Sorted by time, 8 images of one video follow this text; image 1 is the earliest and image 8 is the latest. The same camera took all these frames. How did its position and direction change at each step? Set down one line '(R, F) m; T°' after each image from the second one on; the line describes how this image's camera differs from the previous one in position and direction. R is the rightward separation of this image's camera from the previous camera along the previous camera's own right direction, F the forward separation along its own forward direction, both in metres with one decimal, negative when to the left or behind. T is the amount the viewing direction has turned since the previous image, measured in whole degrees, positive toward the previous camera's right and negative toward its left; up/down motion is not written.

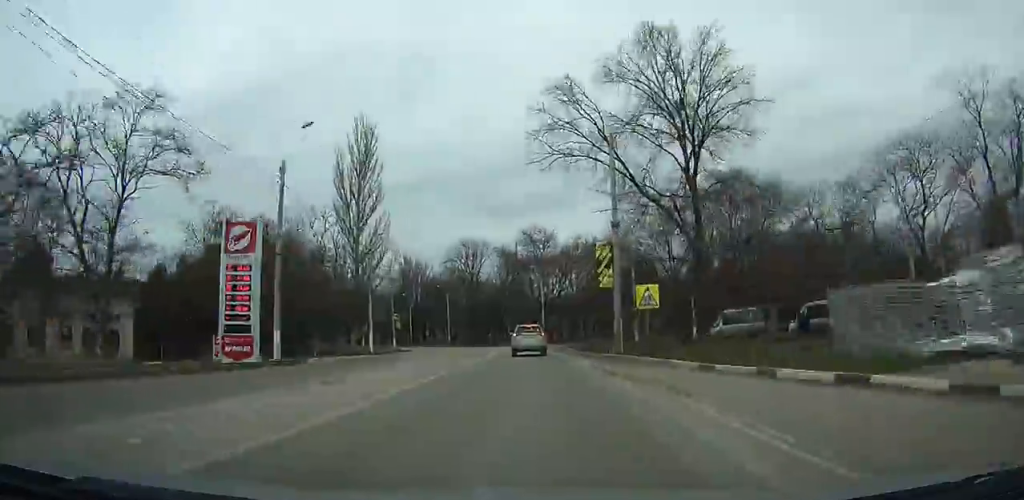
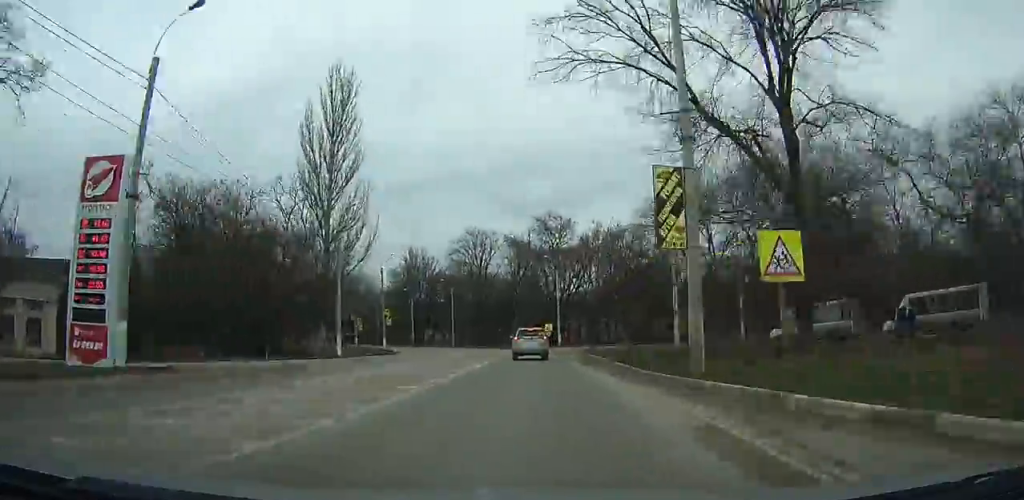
(-0.2, +12.4) m; -2°
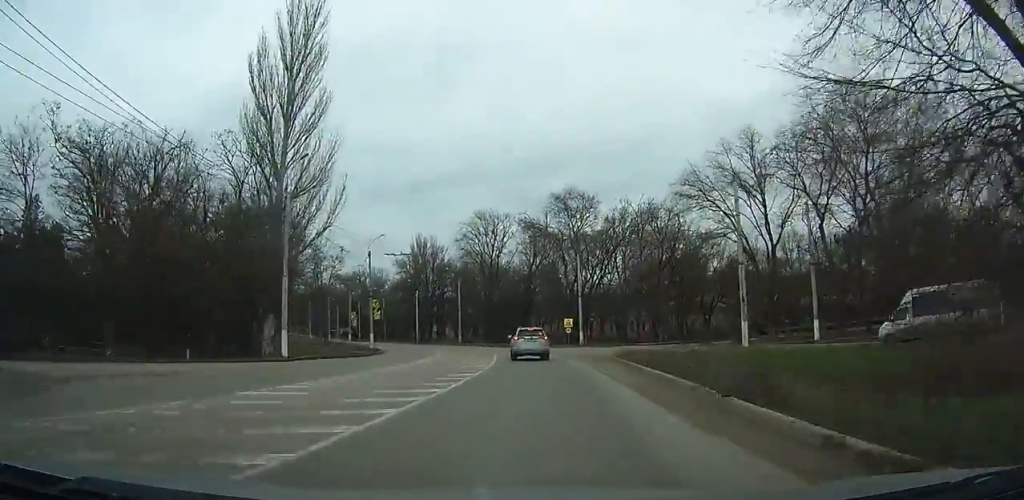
(-0.1, +12.4) m; -2°
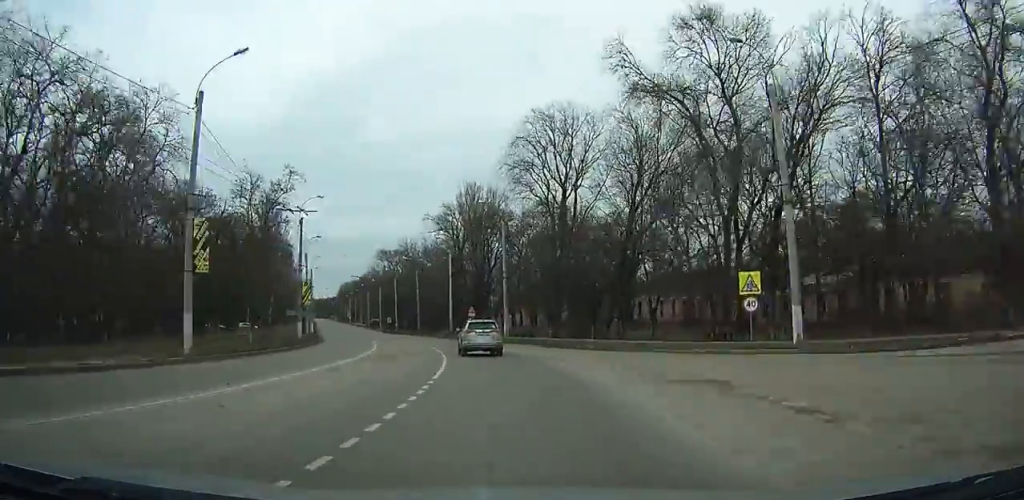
(-3.5, +42.9) m; -13°
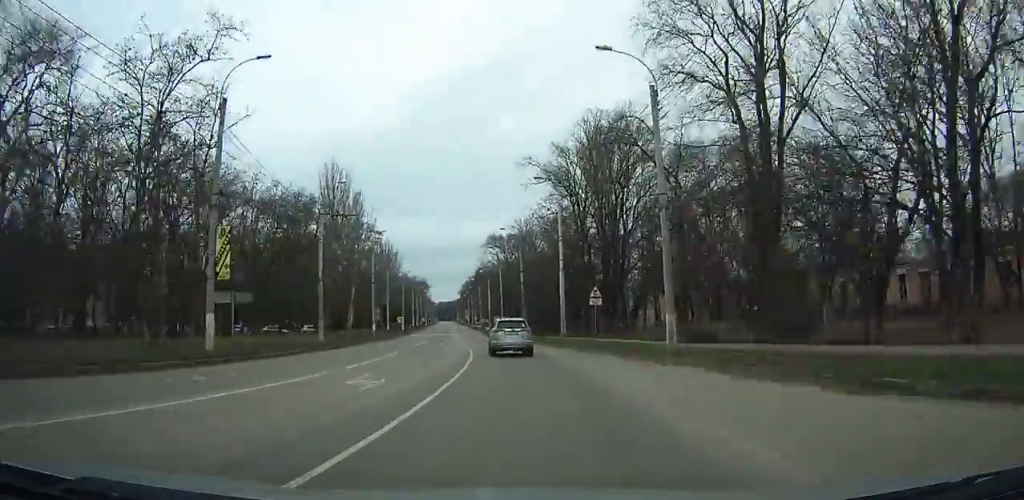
(-3.0, +28.7) m; -10°
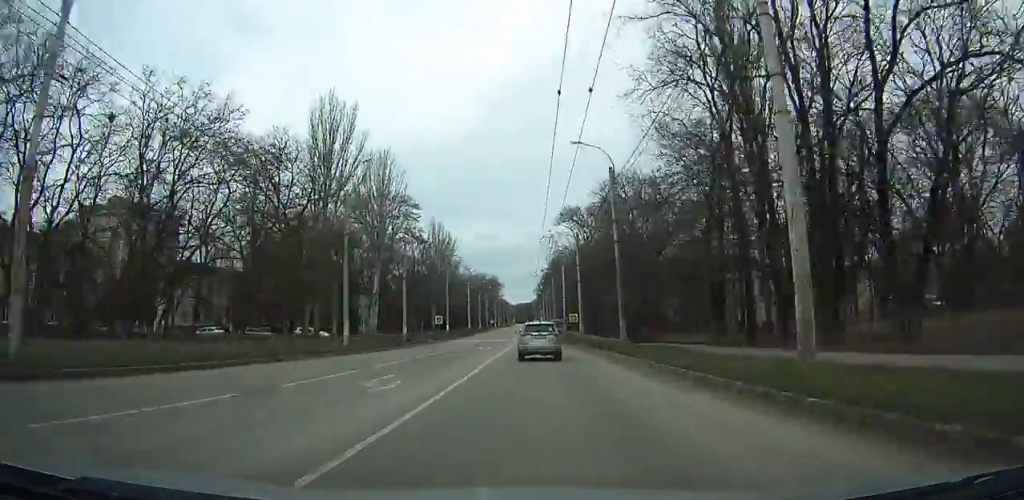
(-2.3, +30.7) m; -6°
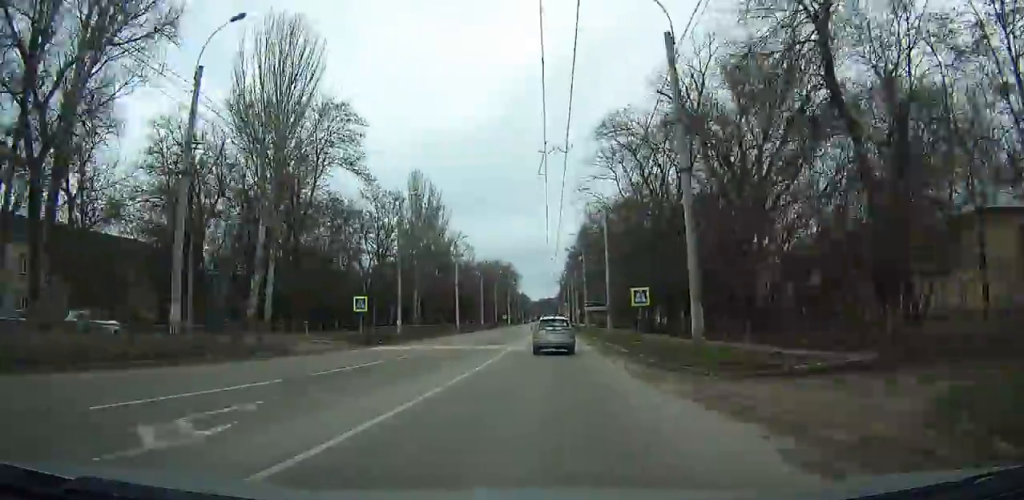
(-1.2, +38.4) m; -3°
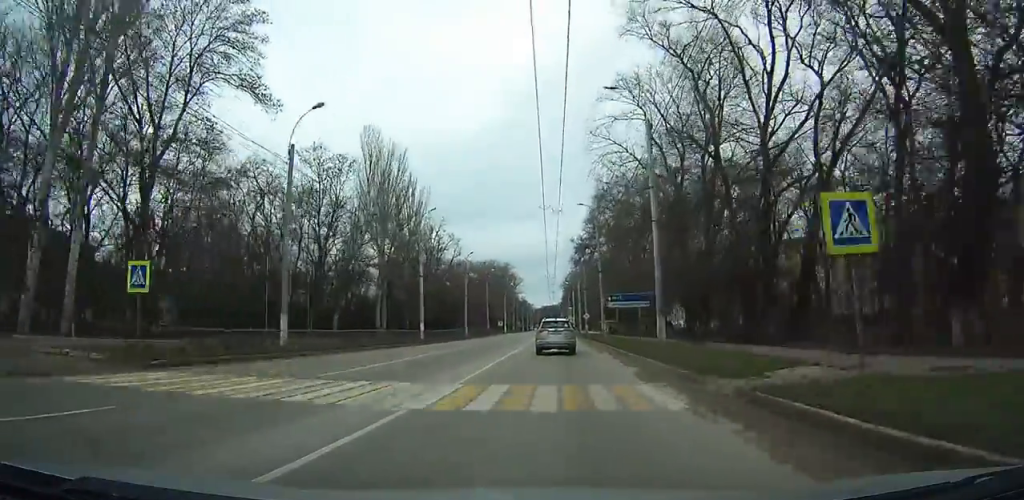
(-0.2, +22.5) m; 0°
